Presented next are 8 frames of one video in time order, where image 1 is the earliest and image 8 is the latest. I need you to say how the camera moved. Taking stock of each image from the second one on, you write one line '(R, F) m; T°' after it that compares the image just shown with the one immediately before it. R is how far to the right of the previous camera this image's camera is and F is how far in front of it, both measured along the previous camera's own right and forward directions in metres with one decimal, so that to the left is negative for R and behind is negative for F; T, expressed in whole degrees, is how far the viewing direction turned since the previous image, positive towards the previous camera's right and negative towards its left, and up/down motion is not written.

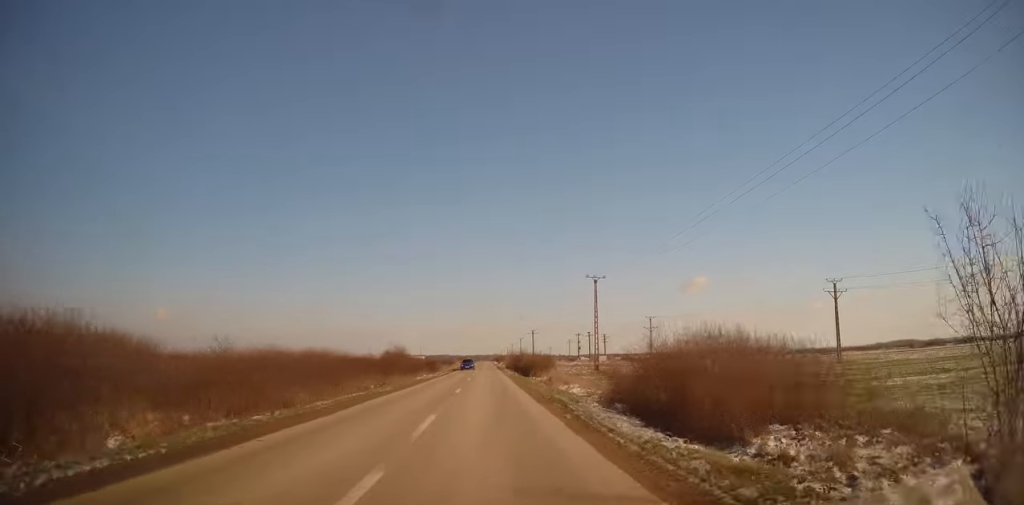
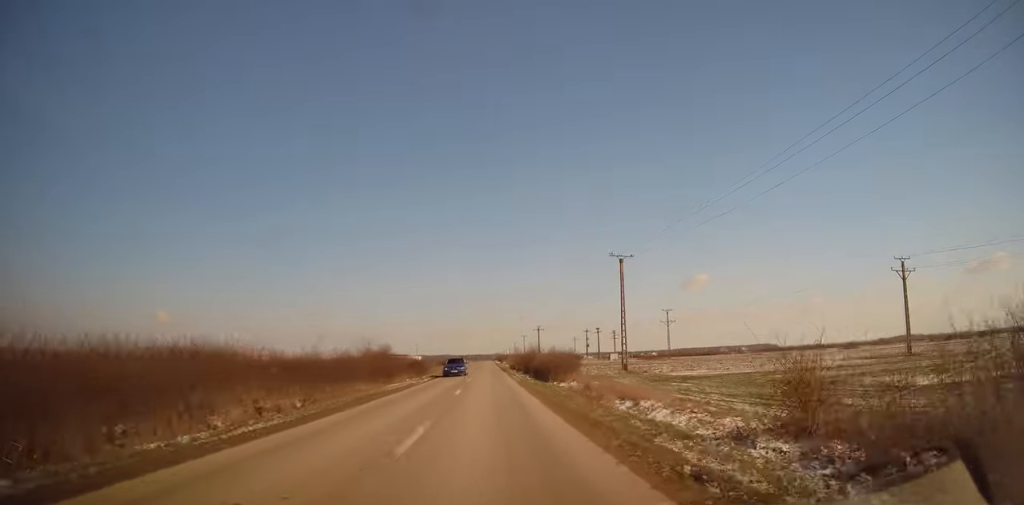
(-0.1, +14.2) m; -1°
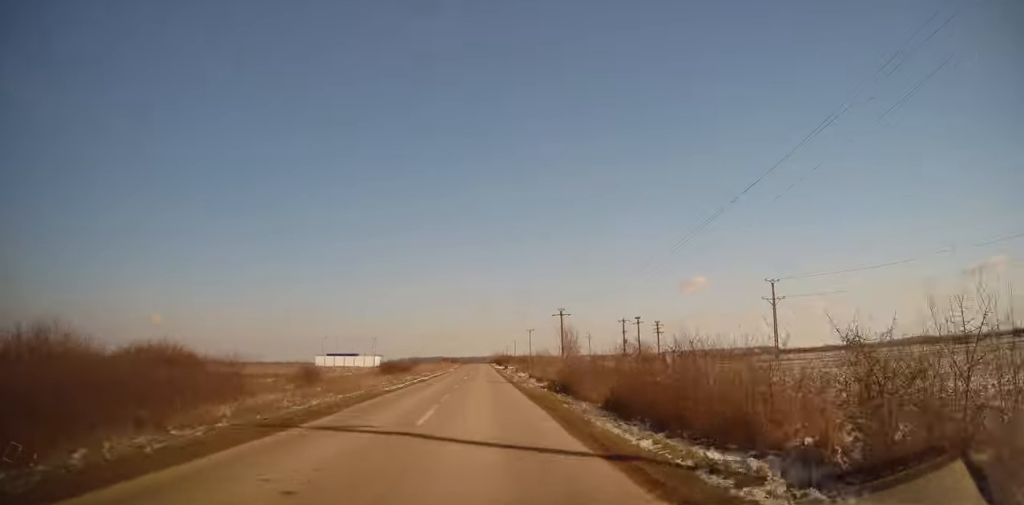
(+0.1, +56.7) m; +1°
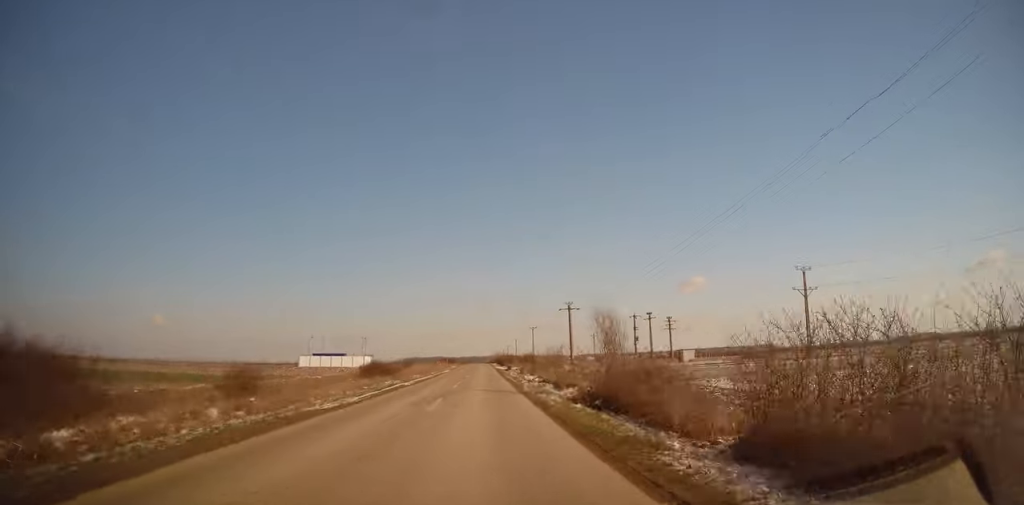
(0.0, +9.4) m; 0°
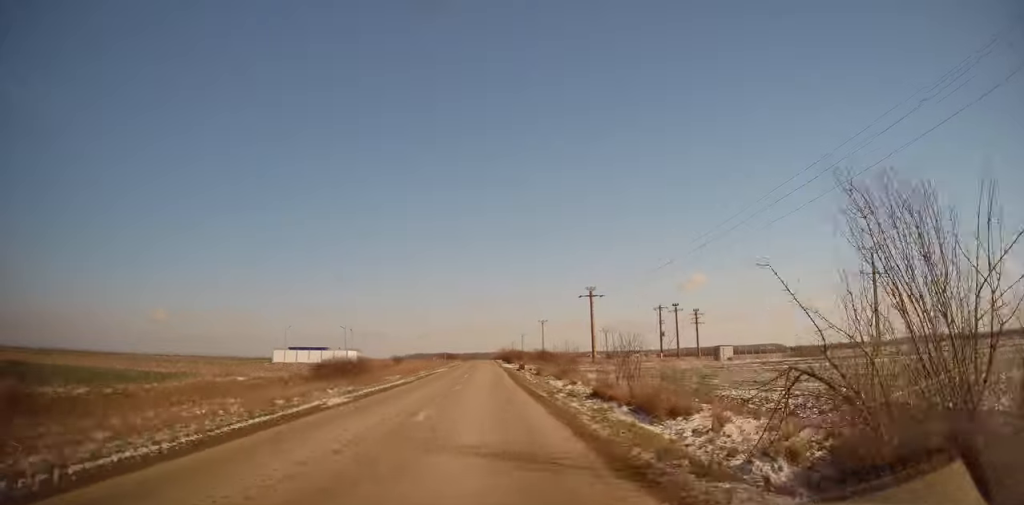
(0.0, +14.5) m; 0°
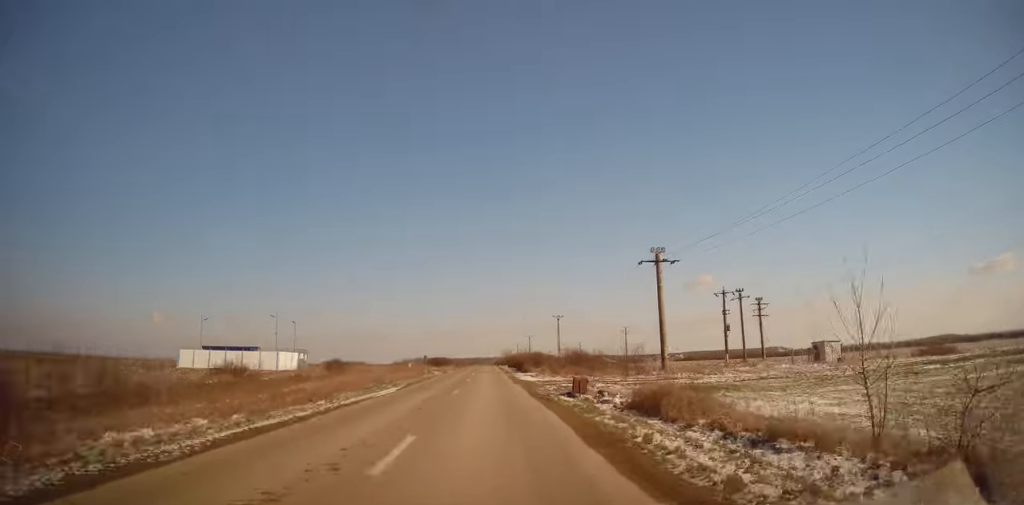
(0.0, +28.6) m; 0°
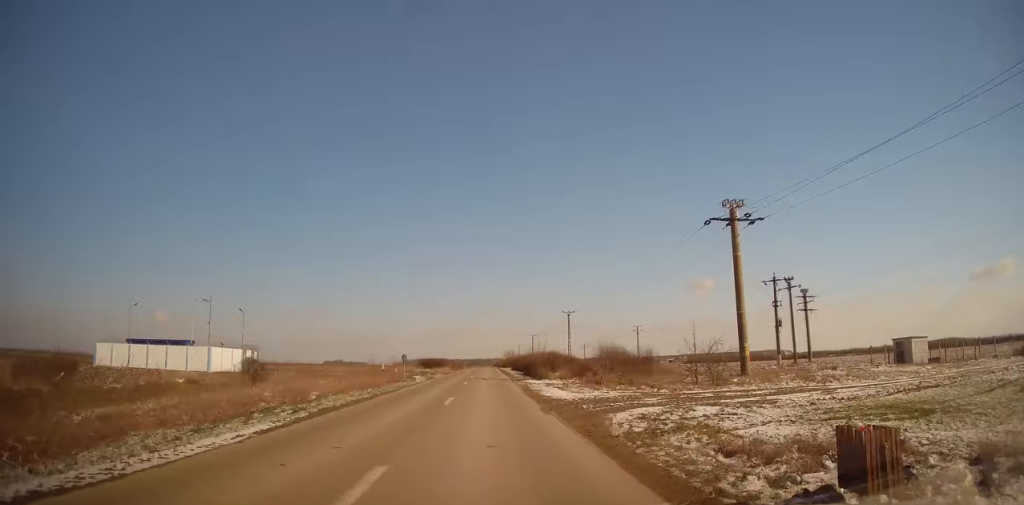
(0.0, +14.7) m; 0°
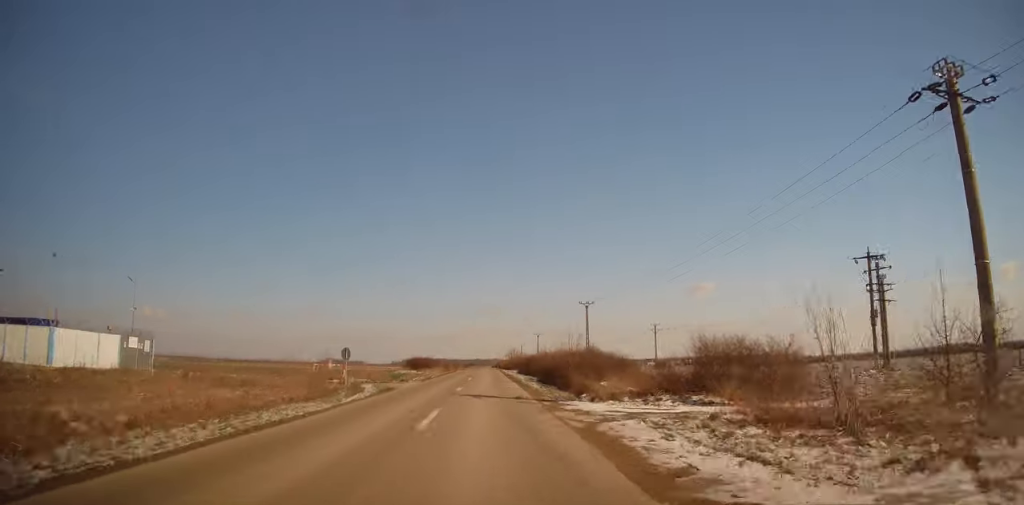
(0.0, +17.7) m; 0°
